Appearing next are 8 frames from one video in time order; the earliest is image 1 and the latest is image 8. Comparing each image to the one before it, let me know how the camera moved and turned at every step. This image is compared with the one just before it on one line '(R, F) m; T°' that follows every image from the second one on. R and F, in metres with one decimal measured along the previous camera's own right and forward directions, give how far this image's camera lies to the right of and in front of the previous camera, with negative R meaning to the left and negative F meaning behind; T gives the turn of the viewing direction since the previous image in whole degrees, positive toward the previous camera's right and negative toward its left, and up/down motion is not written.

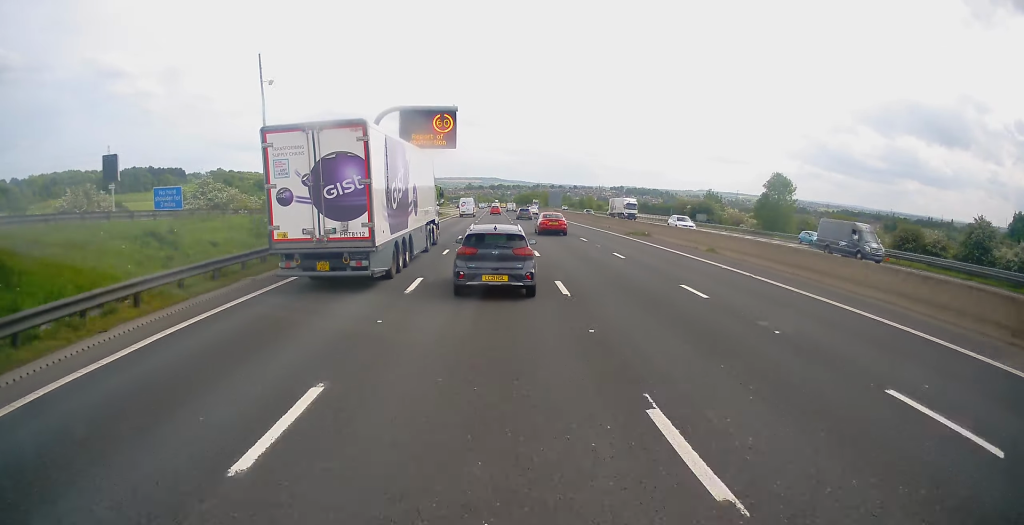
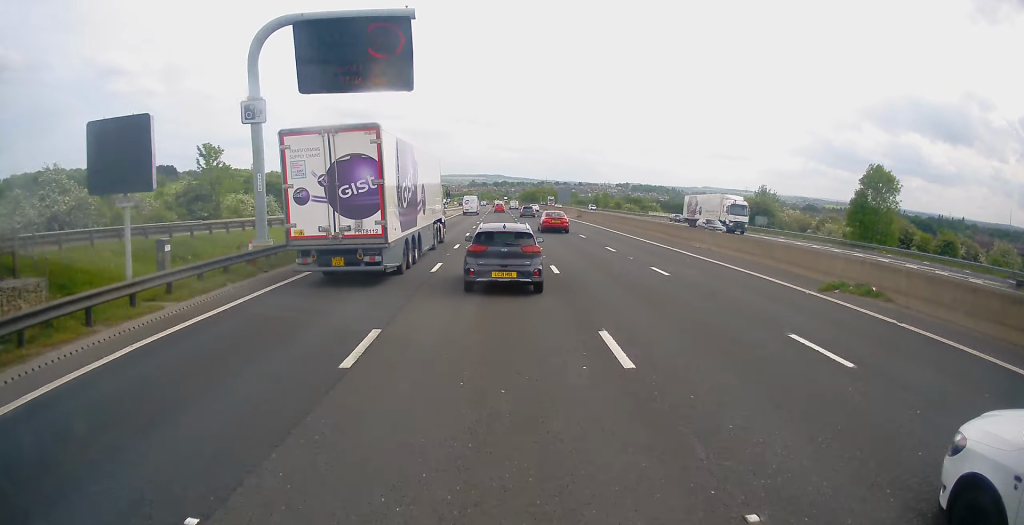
(+0.1, +25.4) m; 0°
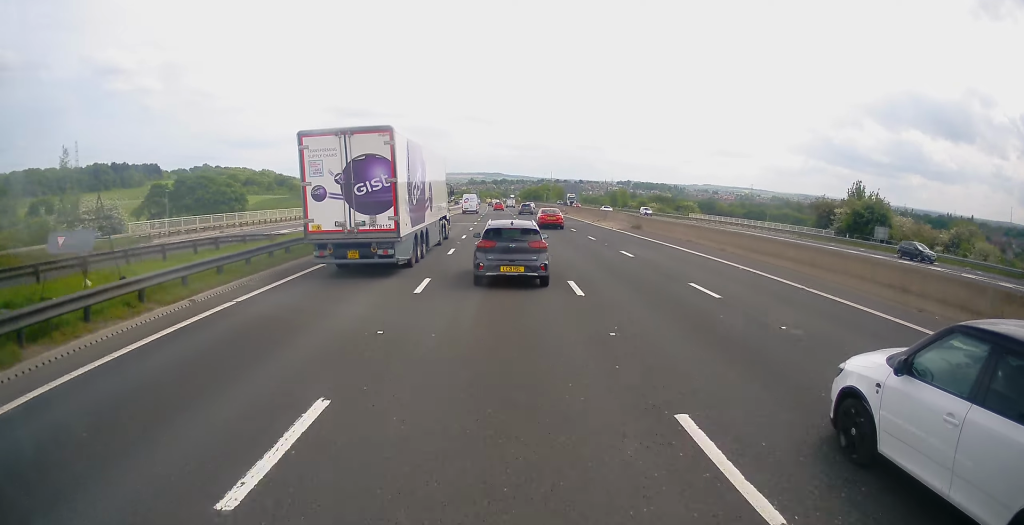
(+0.2, +31.3) m; 0°
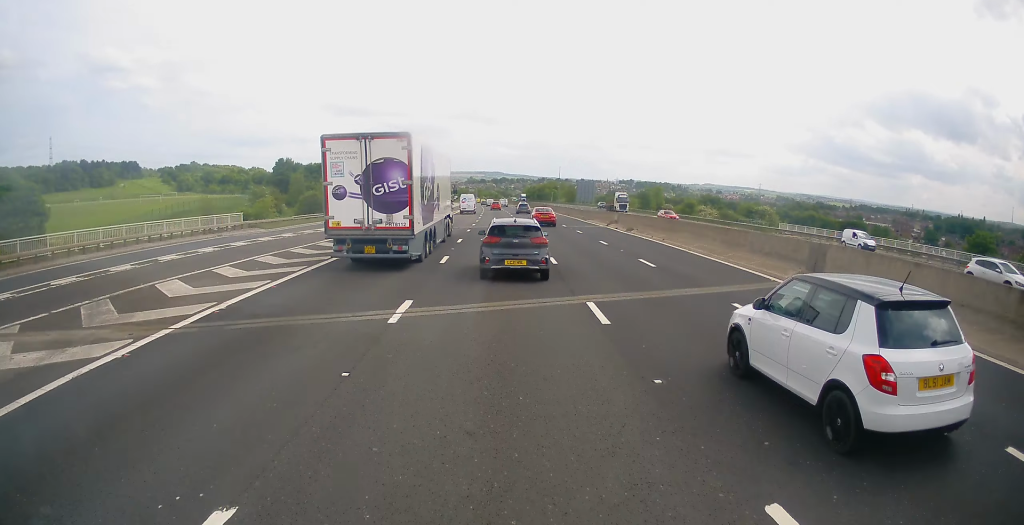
(-0.2, +38.0) m; 0°
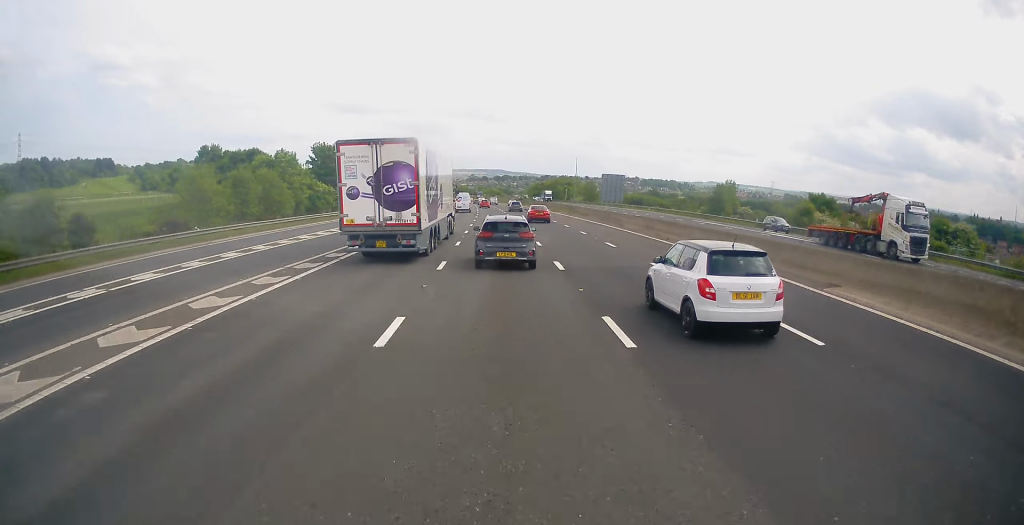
(-0.1, +44.6) m; 0°
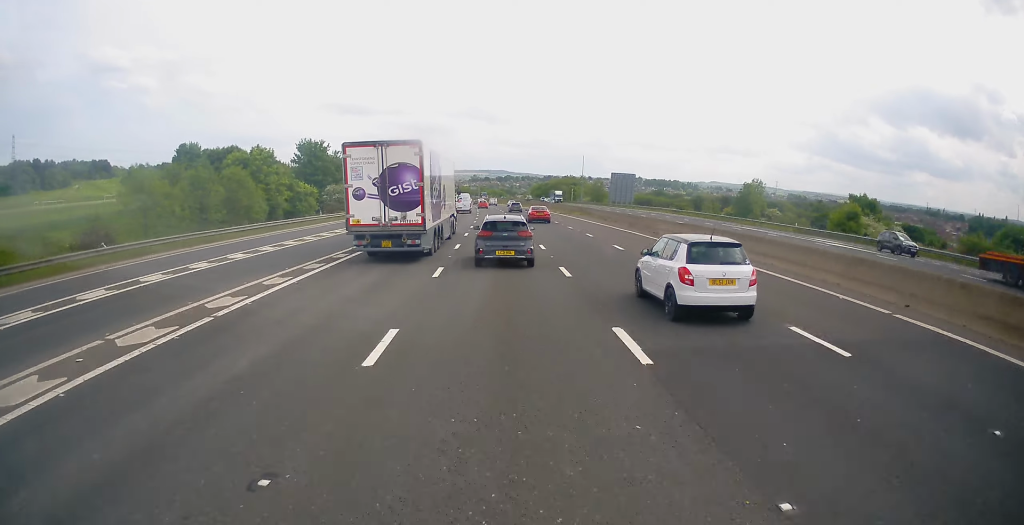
(+0.1, +9.9) m; 0°
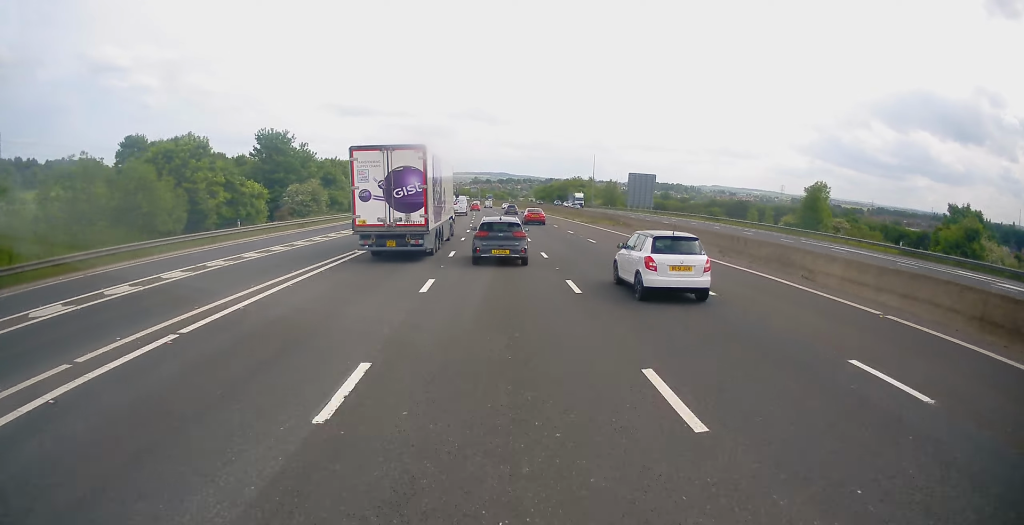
(0.0, +19.0) m; 0°
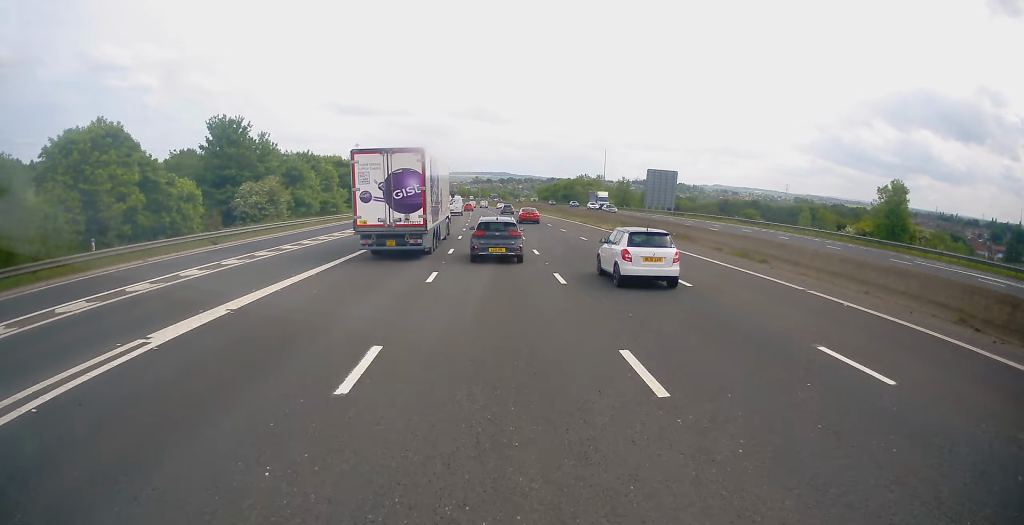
(-0.1, +15.7) m; 0°
